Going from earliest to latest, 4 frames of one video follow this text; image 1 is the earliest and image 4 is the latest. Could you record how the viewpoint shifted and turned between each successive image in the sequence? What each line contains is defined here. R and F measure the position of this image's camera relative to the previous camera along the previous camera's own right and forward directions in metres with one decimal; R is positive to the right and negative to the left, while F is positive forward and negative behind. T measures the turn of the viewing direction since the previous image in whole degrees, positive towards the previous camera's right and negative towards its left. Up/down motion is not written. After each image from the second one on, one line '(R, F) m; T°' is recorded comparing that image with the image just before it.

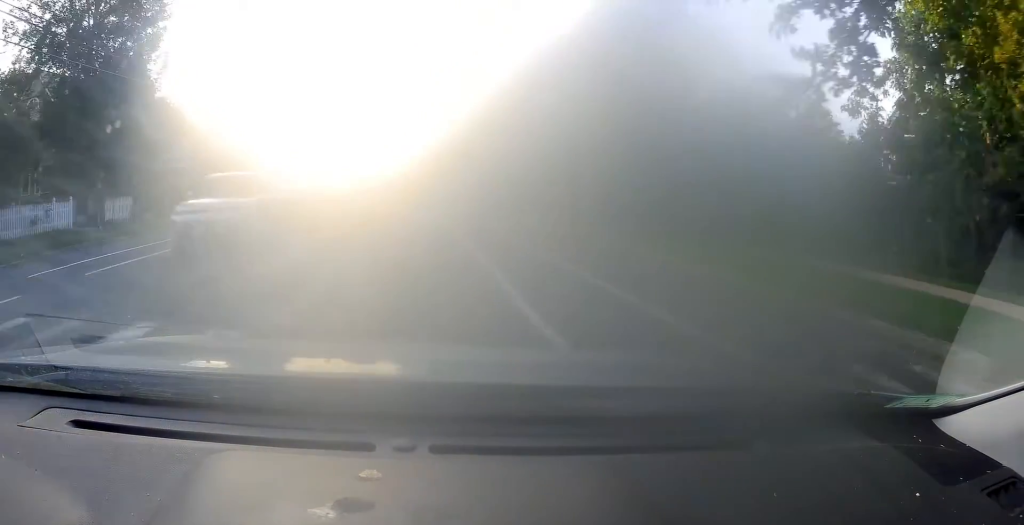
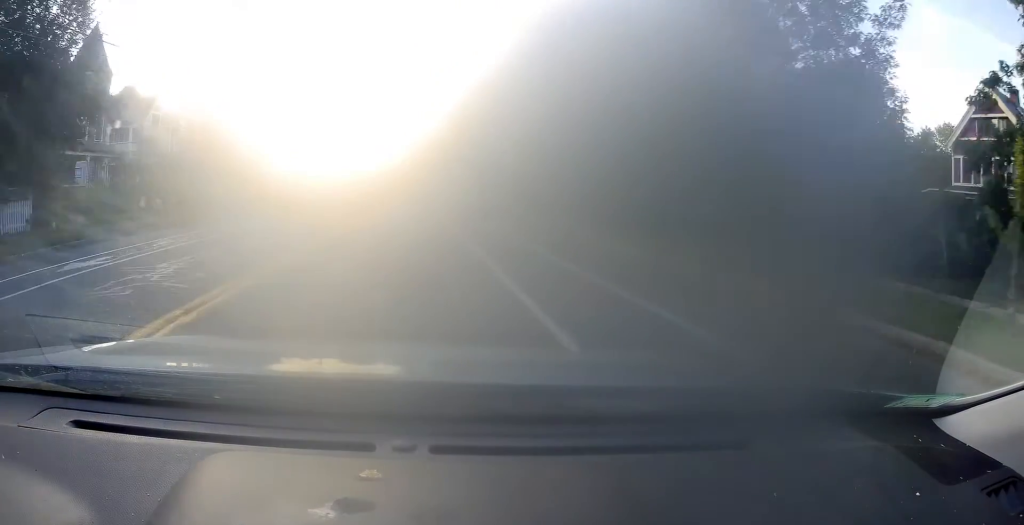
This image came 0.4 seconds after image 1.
(0.0, +7.7) m; 0°
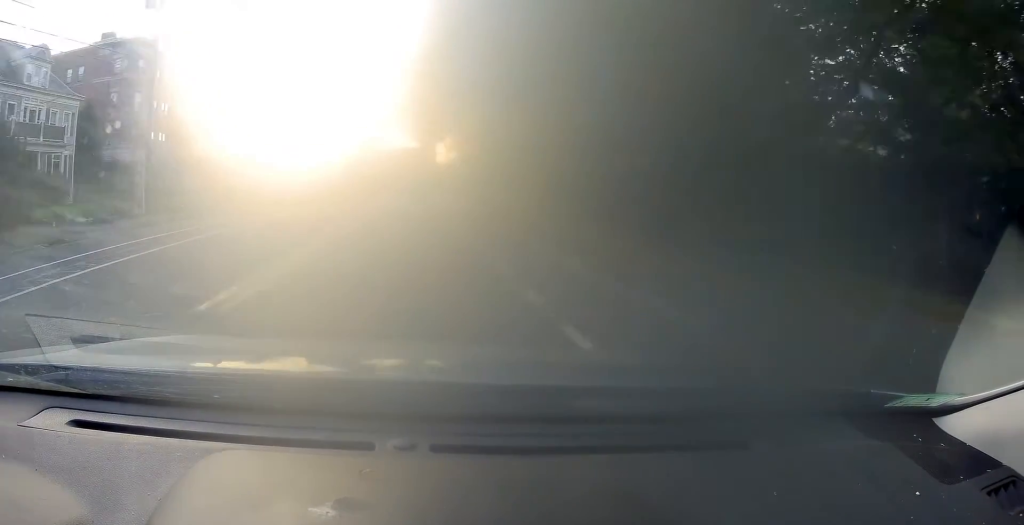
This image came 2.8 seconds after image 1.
(+0.6, +42.8) m; +3°
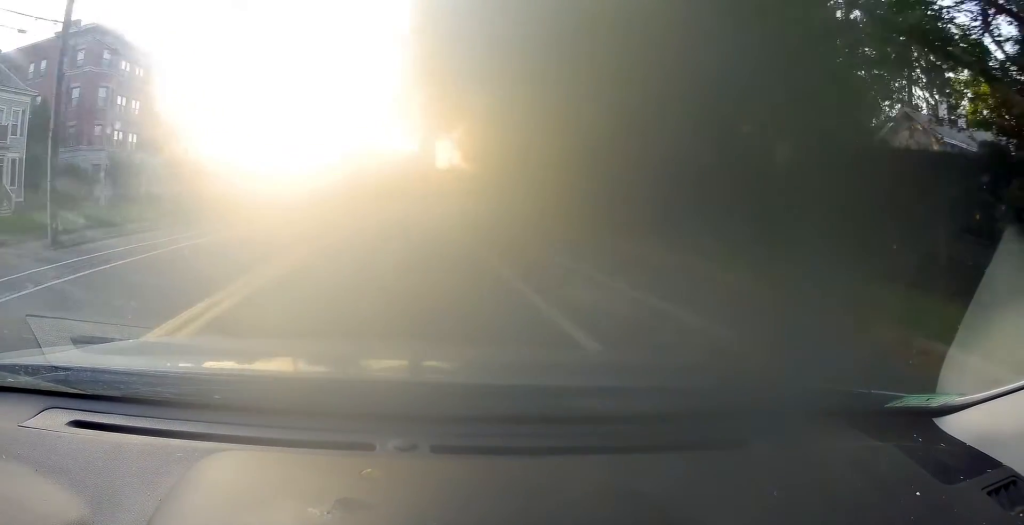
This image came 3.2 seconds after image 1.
(+0.2, +7.2) m; +1°
